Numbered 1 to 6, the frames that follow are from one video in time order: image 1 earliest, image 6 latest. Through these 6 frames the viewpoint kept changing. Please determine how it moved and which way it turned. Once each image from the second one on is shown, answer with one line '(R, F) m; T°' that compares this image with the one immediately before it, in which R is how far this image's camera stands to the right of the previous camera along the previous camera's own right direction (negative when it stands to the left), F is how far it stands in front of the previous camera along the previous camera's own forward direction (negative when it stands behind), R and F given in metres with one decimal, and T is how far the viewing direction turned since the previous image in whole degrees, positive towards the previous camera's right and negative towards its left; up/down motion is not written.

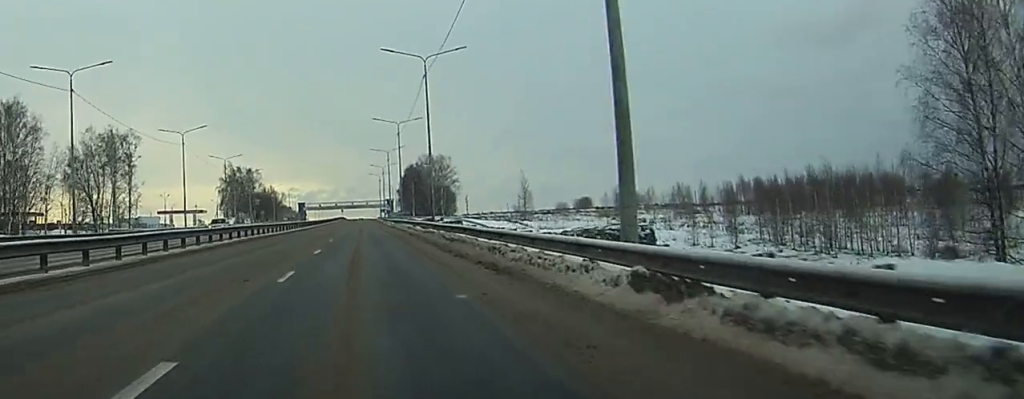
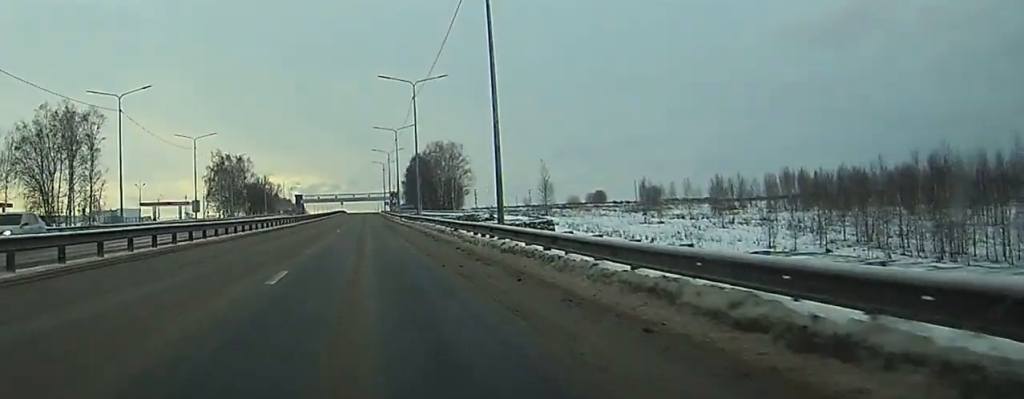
(0.0, +25.6) m; 0°
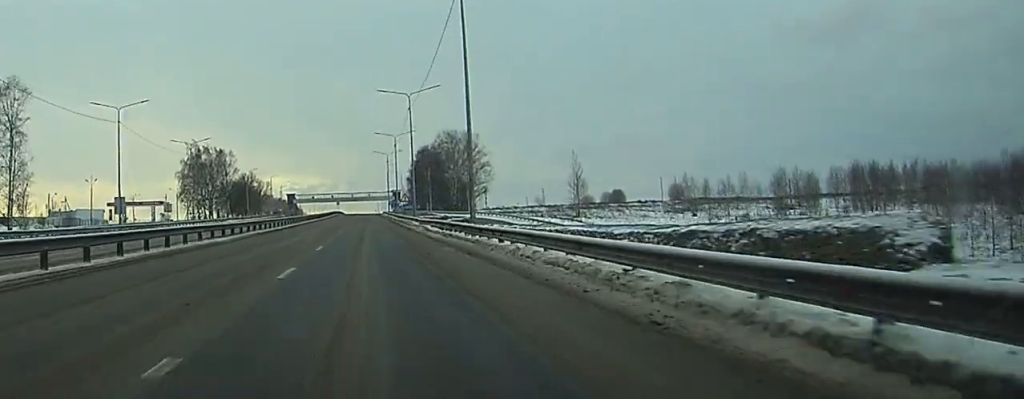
(-0.1, +33.9) m; 0°
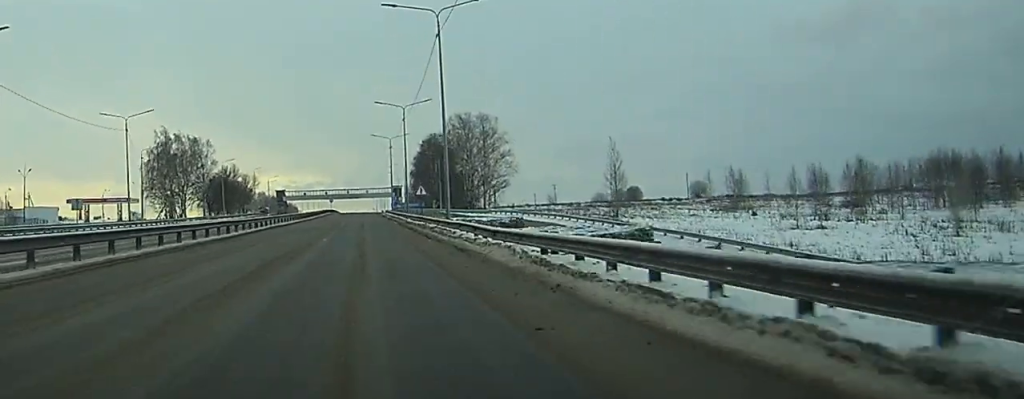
(0.0, +30.6) m; 0°
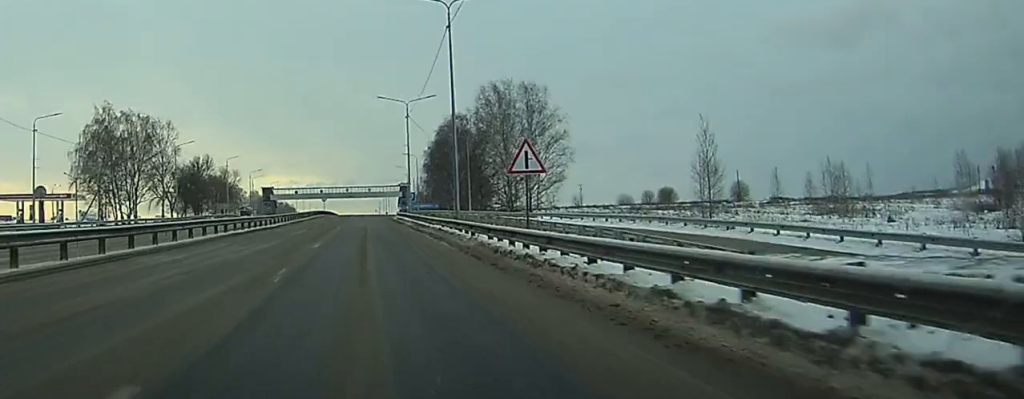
(-0.1, +42.4) m; 0°
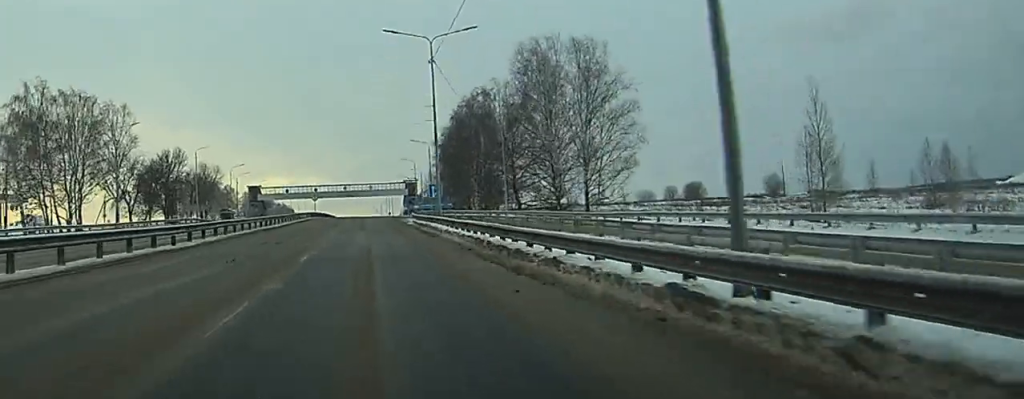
(0.0, +29.4) m; 0°
